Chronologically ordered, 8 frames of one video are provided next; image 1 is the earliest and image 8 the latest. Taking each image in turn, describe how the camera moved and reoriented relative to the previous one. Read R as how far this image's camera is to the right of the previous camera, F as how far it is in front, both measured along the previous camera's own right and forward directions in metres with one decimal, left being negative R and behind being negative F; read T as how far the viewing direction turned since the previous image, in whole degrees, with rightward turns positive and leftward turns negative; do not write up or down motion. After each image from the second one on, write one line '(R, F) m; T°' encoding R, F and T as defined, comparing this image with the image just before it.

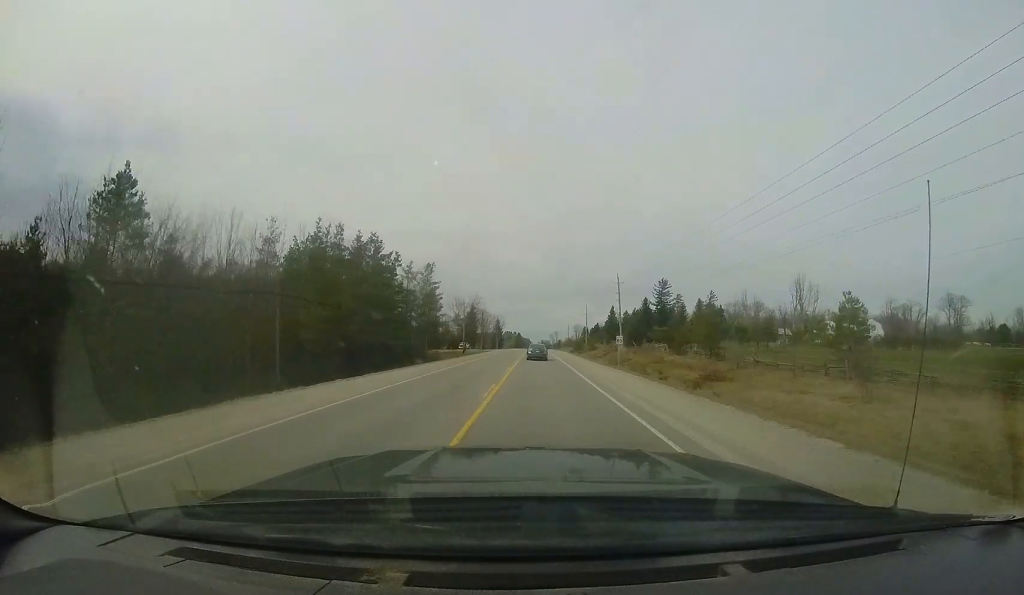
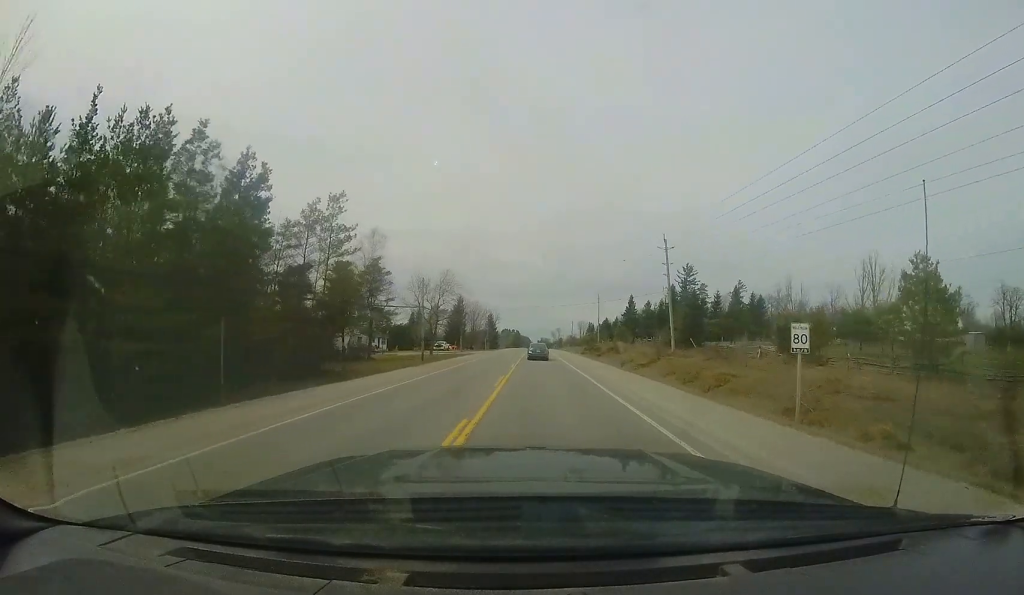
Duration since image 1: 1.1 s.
(0.0, +24.5) m; 0°
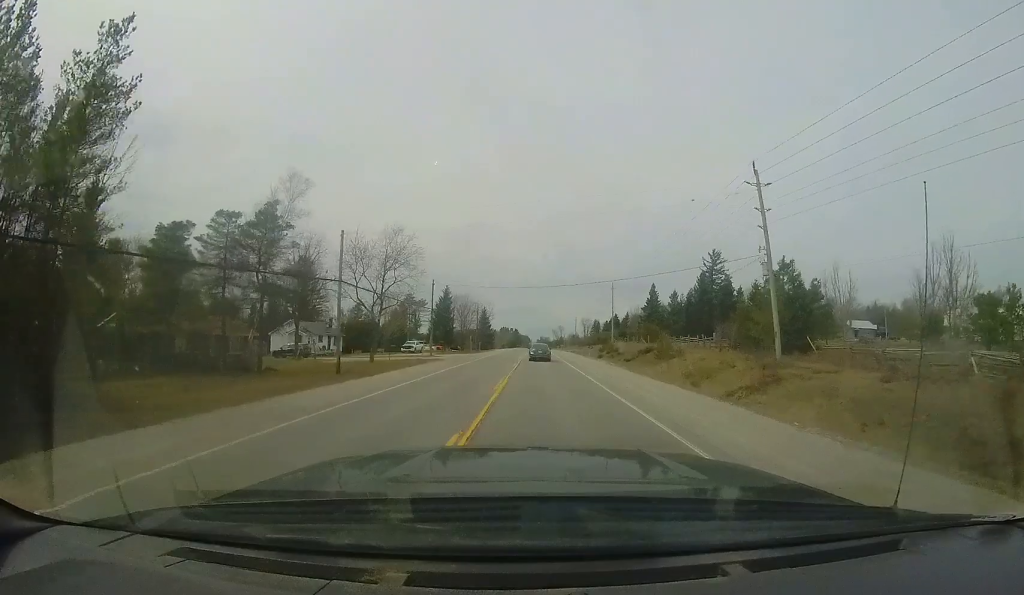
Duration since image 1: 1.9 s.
(0.0, +18.5) m; 0°
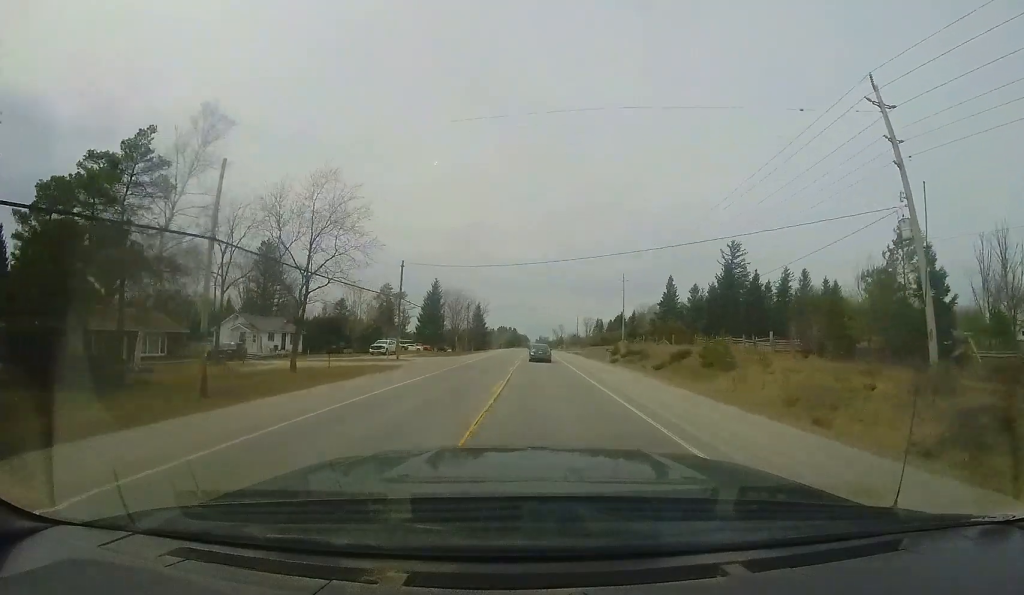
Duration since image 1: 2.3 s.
(-0.1, +10.8) m; 0°
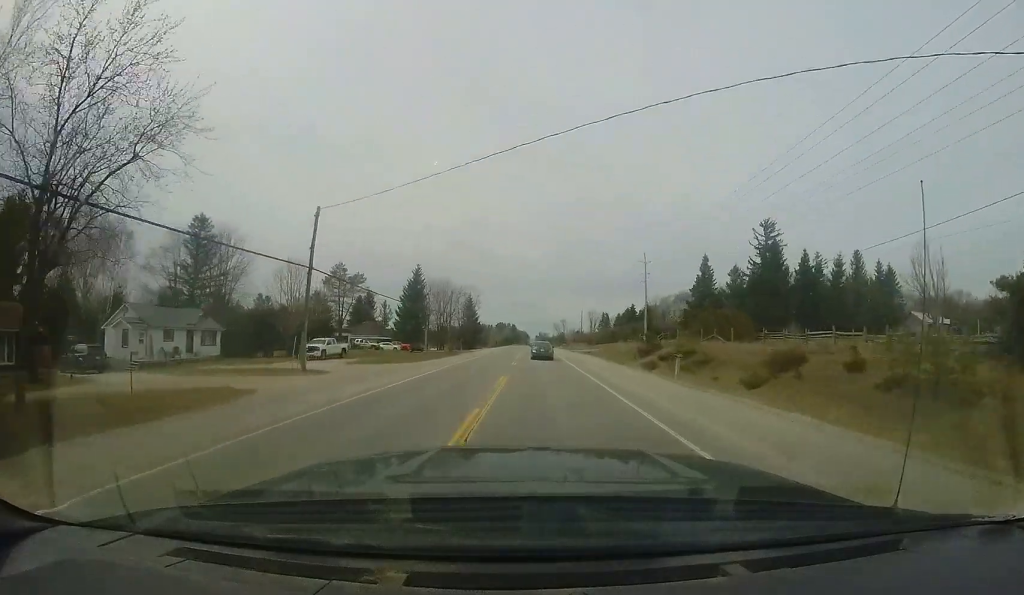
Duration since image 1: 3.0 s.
(+0.1, +14.5) m; -1°
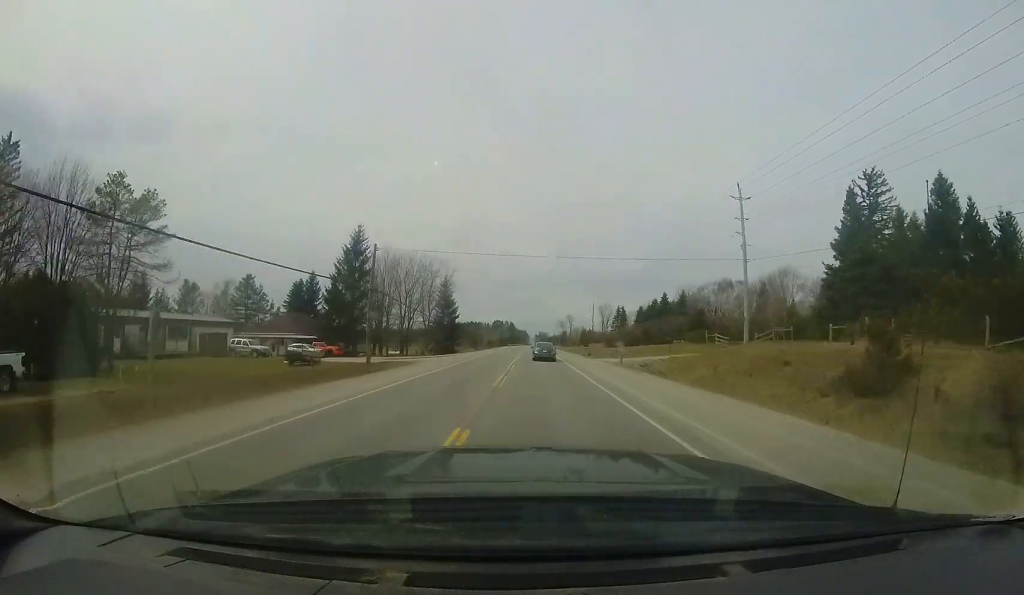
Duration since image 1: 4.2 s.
(-0.4, +28.1) m; 0°
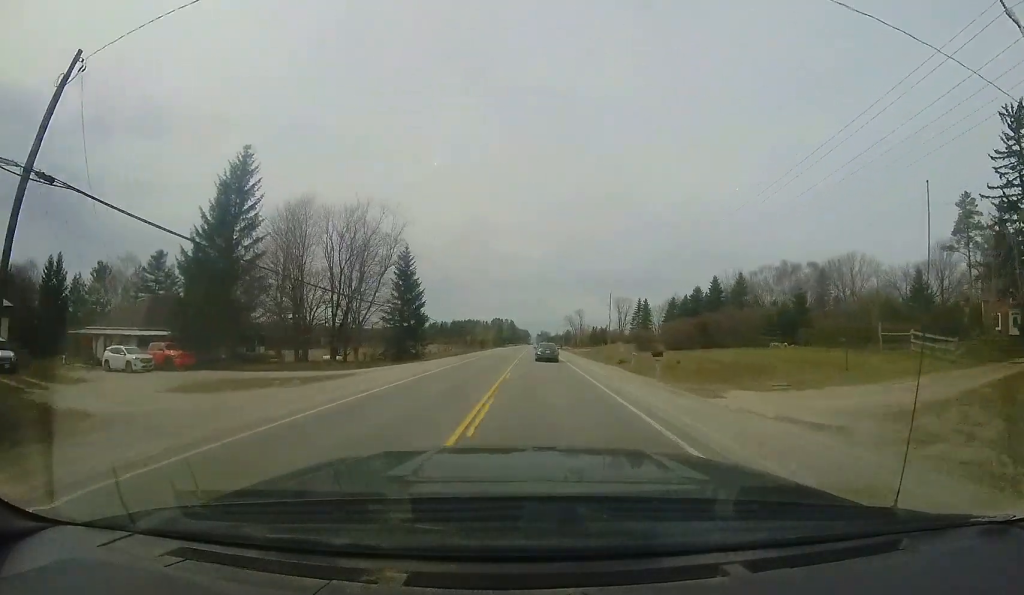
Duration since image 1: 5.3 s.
(+0.5, +24.0) m; +1°
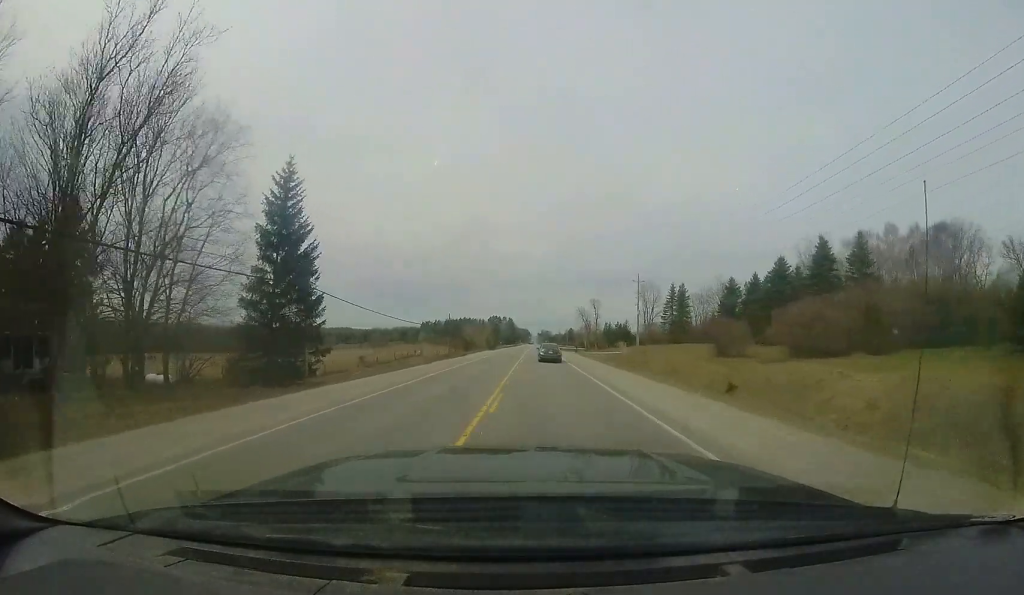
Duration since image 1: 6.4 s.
(-0.2, +25.0) m; 0°
